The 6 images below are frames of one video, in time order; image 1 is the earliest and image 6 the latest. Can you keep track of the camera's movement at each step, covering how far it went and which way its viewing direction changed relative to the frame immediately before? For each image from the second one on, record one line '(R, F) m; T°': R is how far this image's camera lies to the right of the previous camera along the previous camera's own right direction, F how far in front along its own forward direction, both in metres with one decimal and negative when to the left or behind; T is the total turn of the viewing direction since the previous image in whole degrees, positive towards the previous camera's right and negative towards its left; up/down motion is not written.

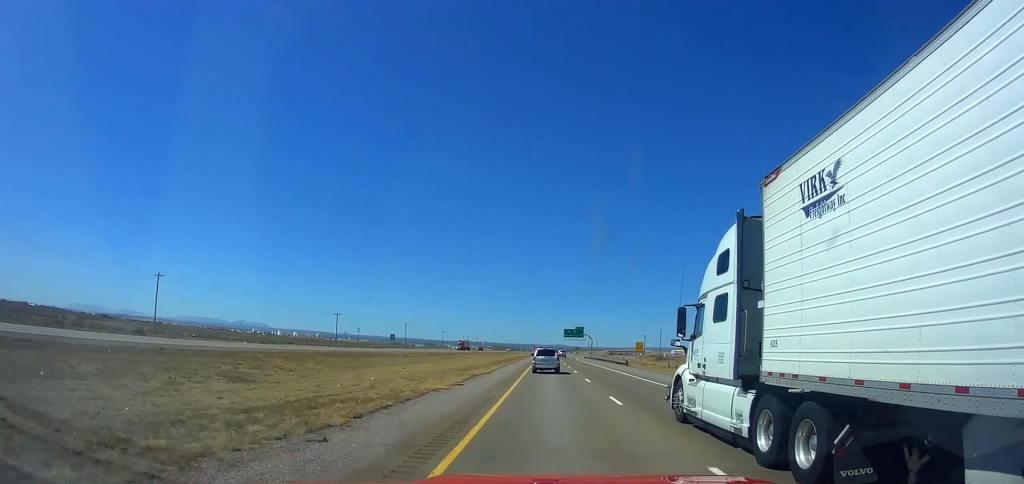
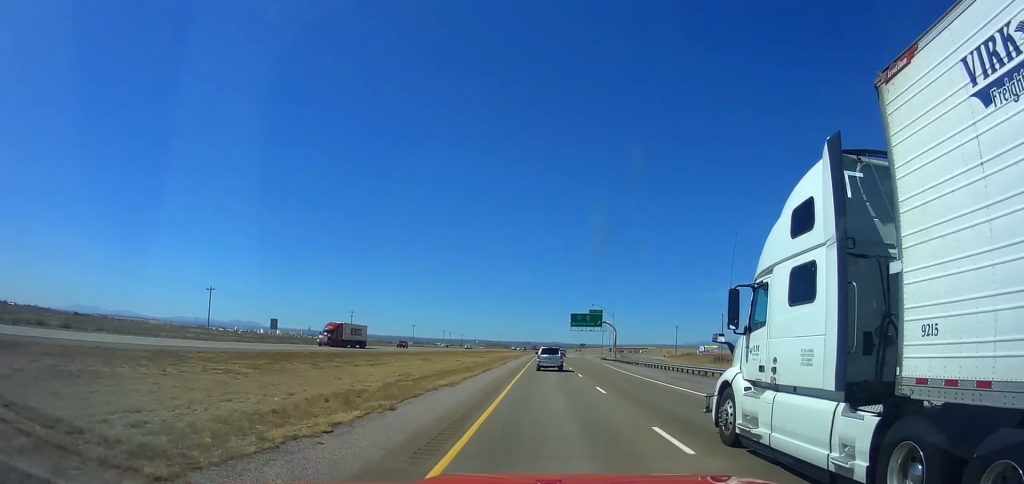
(+0.4, +69.8) m; 0°
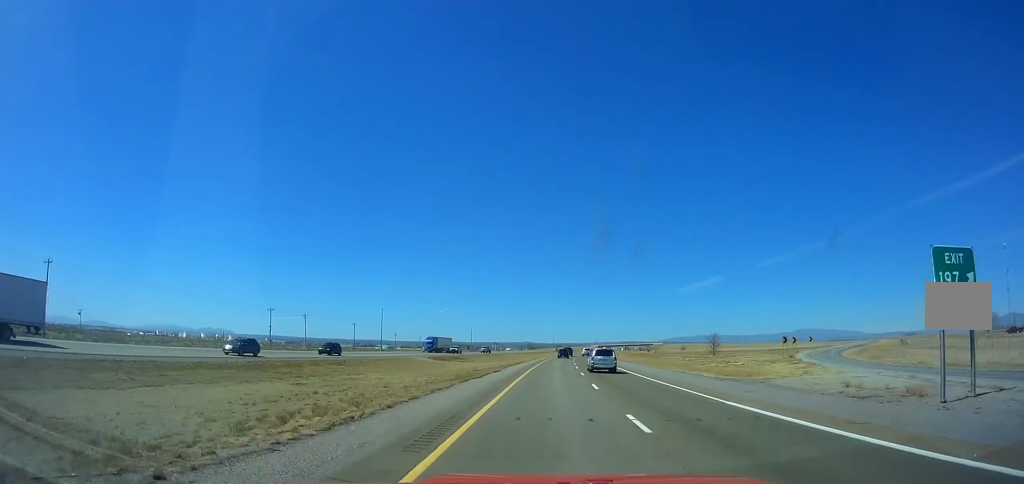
(+2.7, +218.2) m; +3°
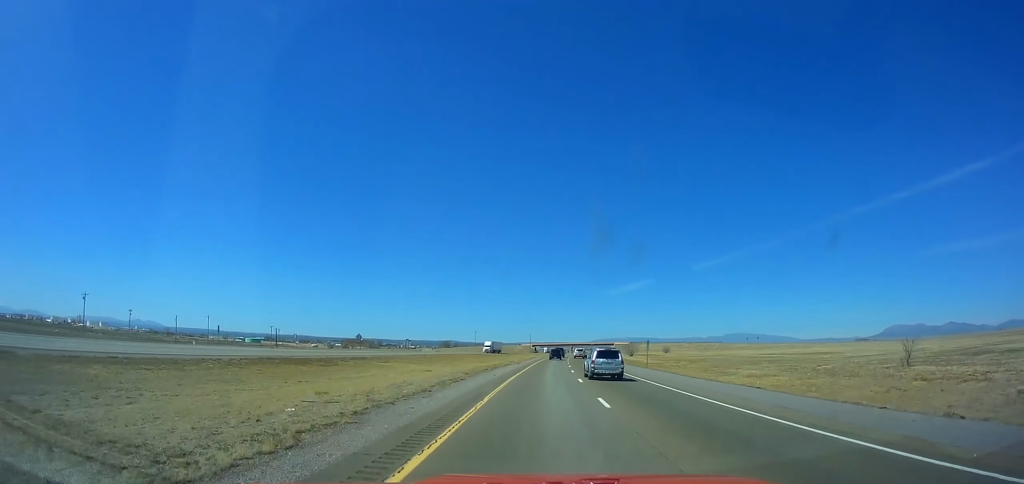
(+11.1, +201.5) m; +7°
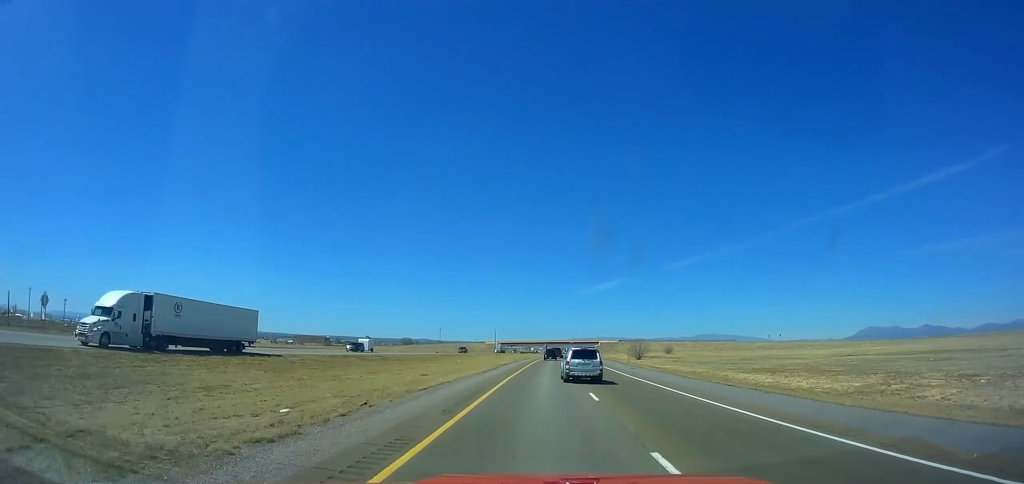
(+2.9, +82.5) m; +3°
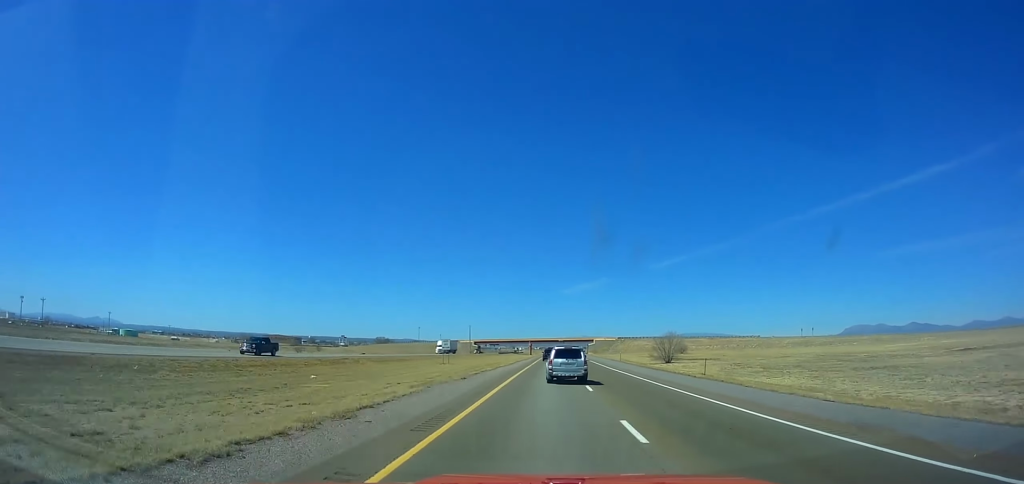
(+1.1, +57.4) m; +1°
